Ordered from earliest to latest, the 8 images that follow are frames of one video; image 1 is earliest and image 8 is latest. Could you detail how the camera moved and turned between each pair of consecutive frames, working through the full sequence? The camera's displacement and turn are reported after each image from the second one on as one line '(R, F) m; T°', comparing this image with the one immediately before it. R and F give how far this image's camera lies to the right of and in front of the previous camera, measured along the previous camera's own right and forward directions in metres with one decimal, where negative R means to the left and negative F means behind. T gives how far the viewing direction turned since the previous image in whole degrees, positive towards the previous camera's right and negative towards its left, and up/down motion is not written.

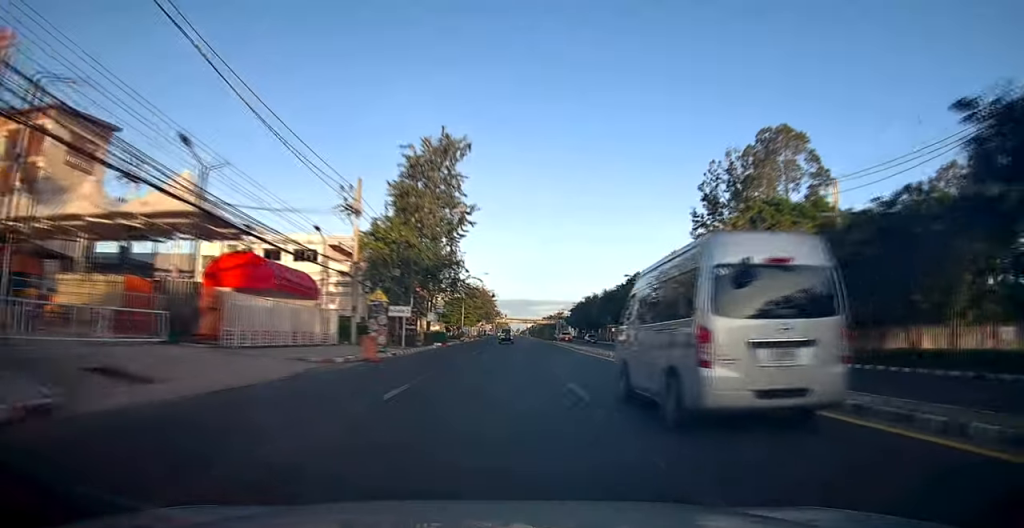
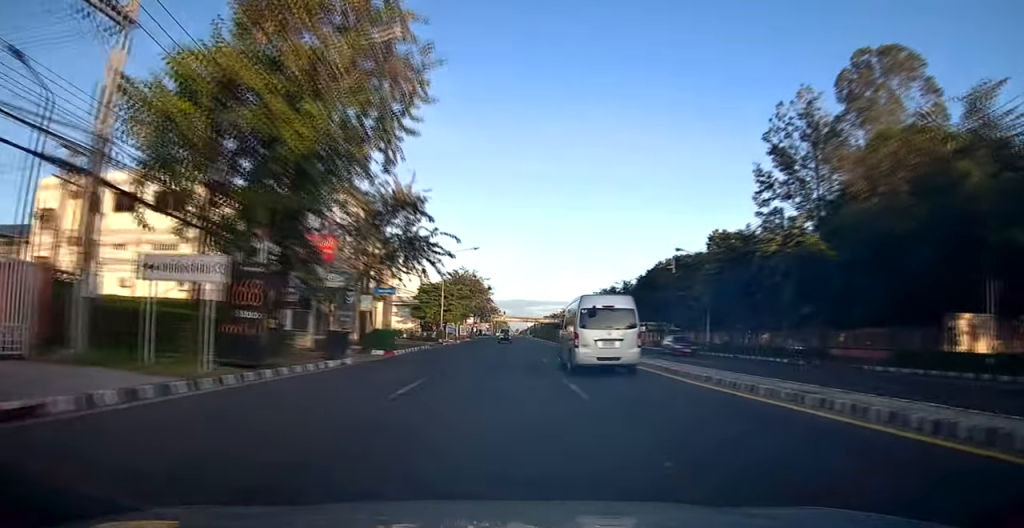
(-0.1, +23.5) m; +1°
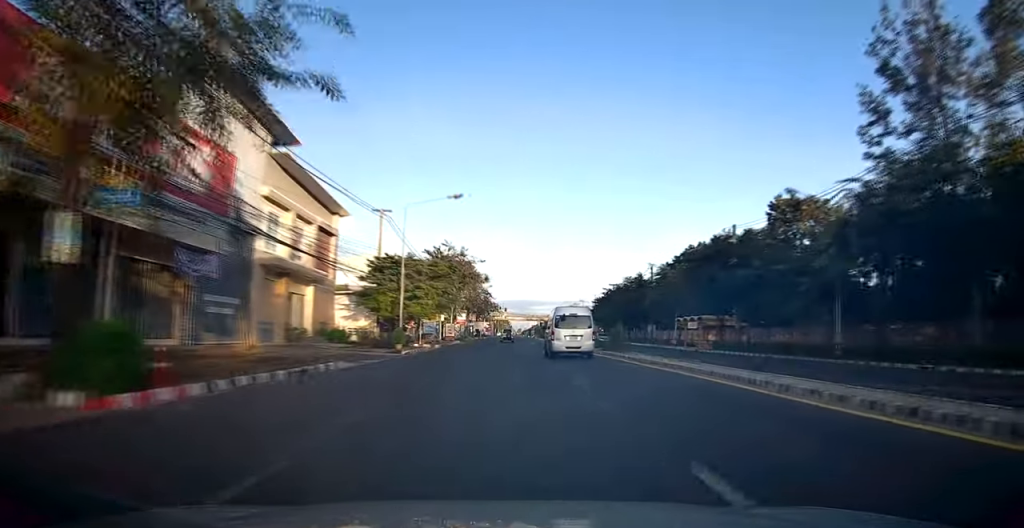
(+0.5, +21.3) m; -1°
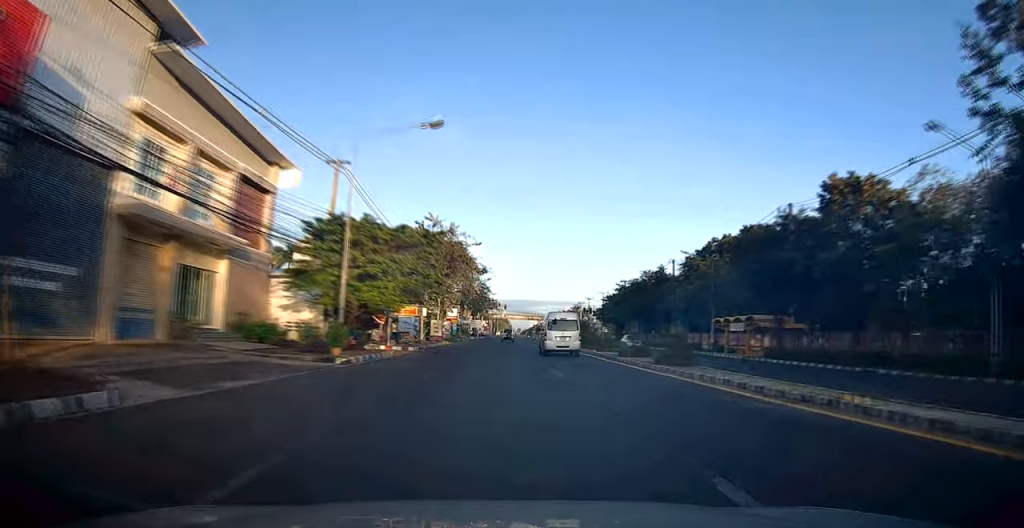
(-0.6, +12.1) m; -2°
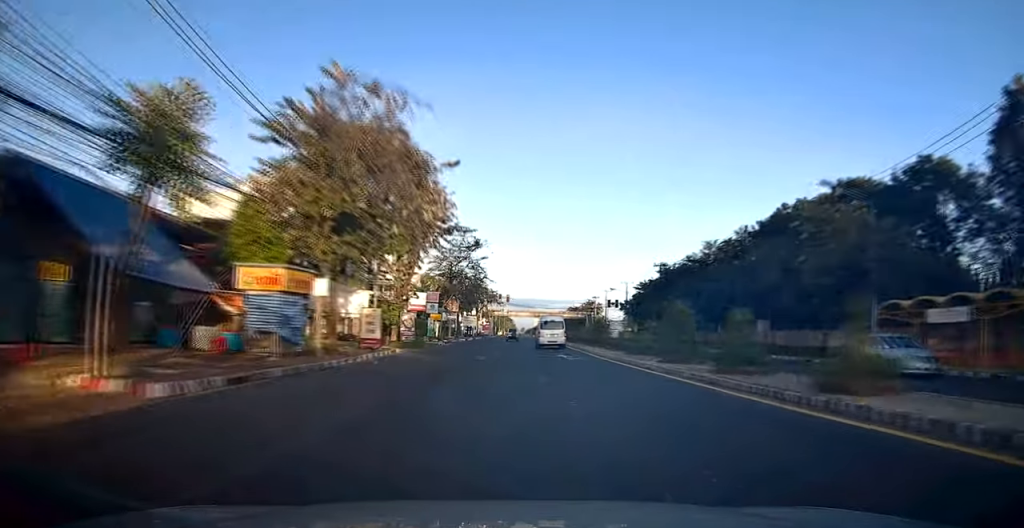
(+0.1, +25.5) m; +1°
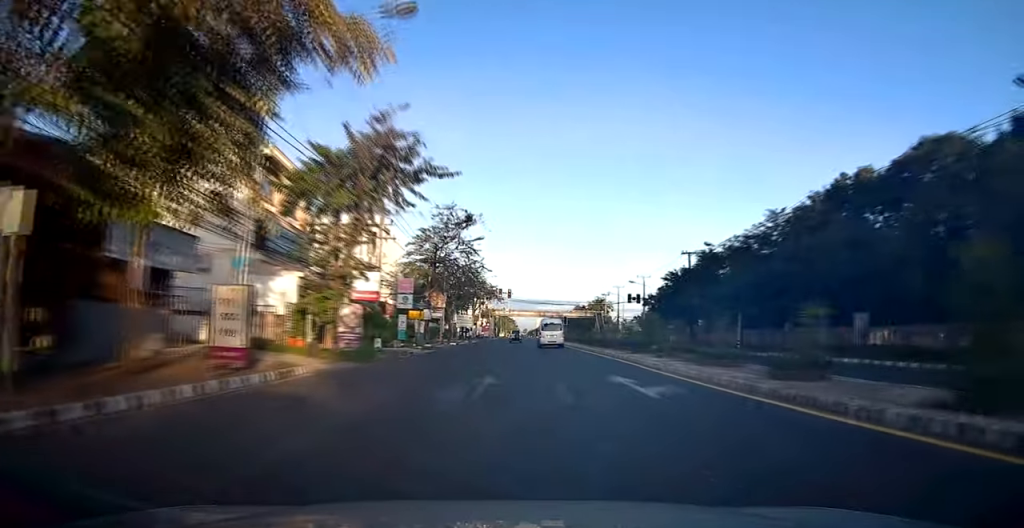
(+0.1, +14.0) m; 0°
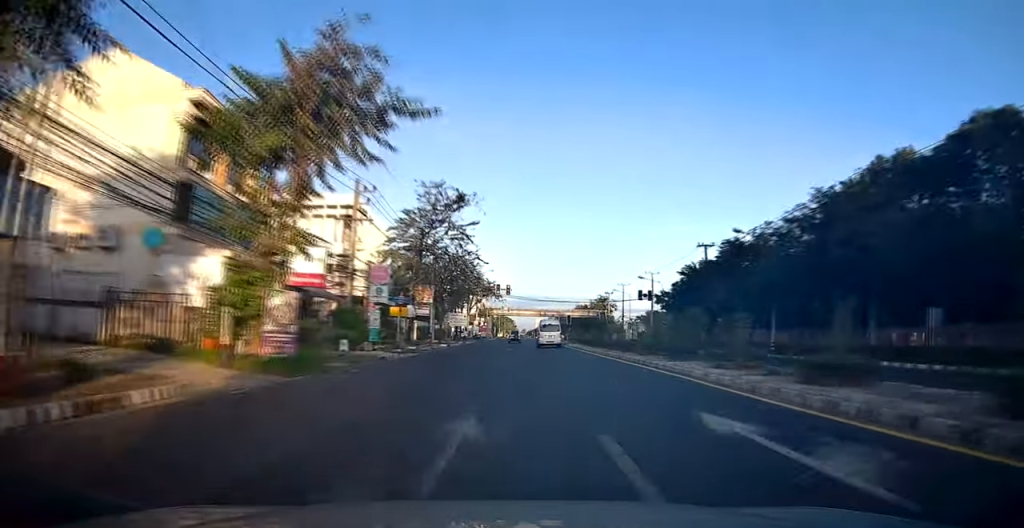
(0.0, +7.0) m; 0°
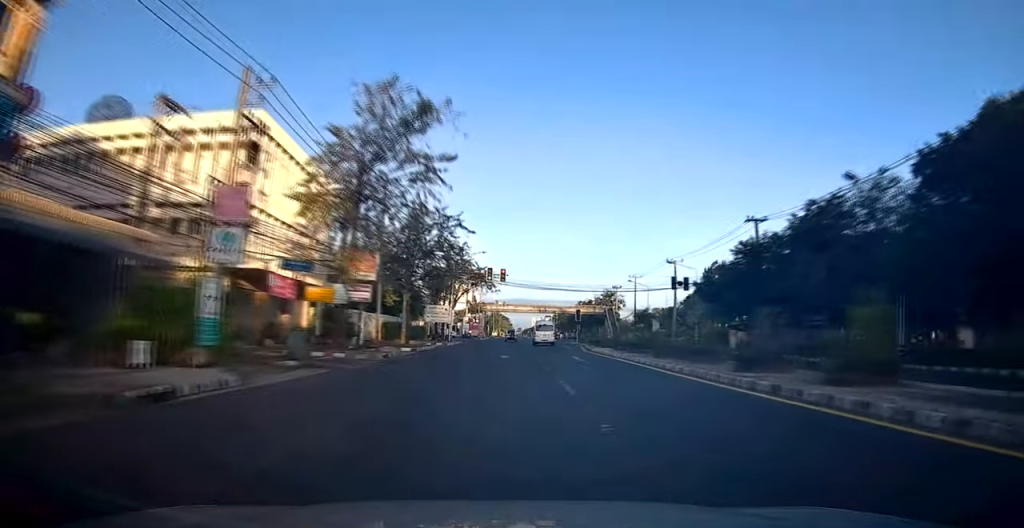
(0.0, +16.0) m; 0°
